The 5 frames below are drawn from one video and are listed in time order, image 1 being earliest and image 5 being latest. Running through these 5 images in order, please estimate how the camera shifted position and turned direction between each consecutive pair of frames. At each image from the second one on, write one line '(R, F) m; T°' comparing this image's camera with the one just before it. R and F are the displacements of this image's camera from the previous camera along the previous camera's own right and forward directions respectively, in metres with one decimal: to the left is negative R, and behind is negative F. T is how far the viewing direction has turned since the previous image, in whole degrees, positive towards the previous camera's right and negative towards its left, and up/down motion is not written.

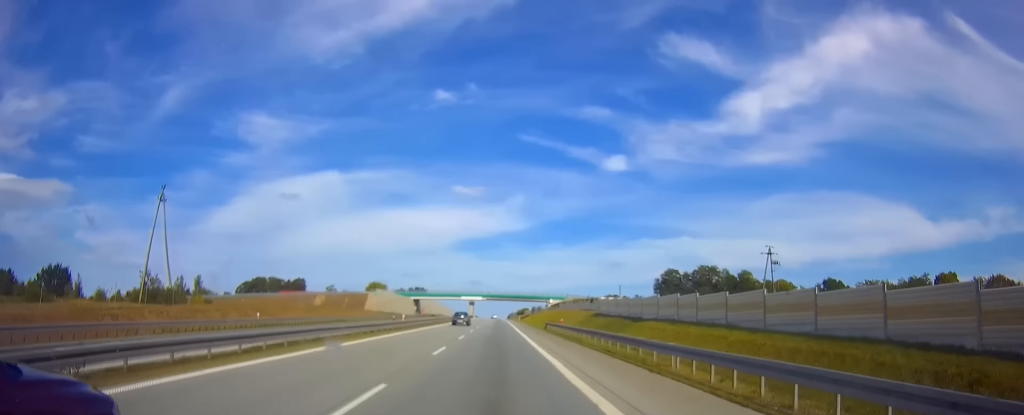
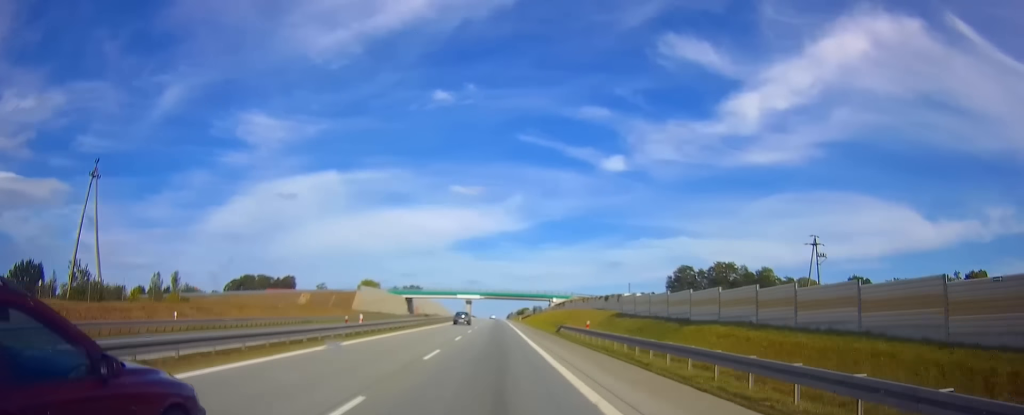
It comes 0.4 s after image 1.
(0.0, +13.6) m; 0°
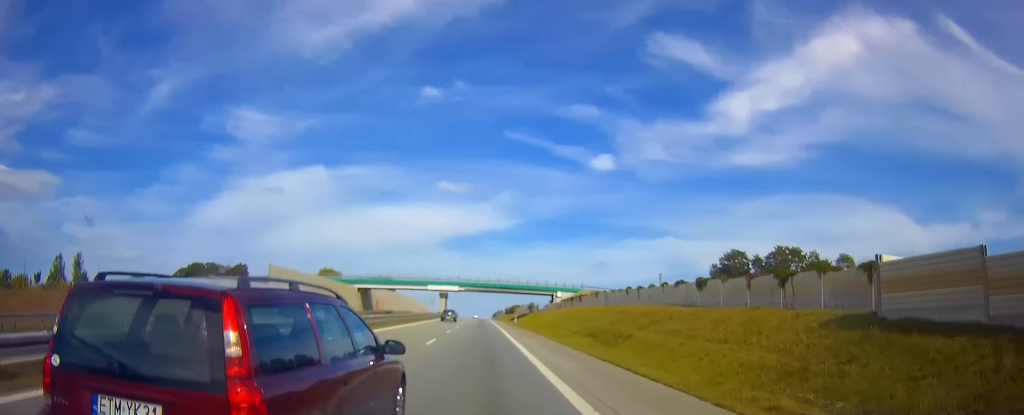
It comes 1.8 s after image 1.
(+0.1, +40.4) m; 0°
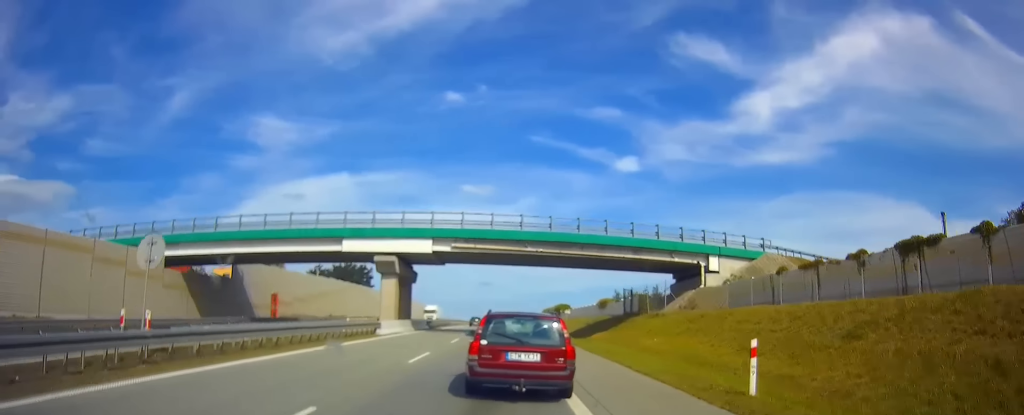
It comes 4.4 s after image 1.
(-0.7, +79.1) m; -1°
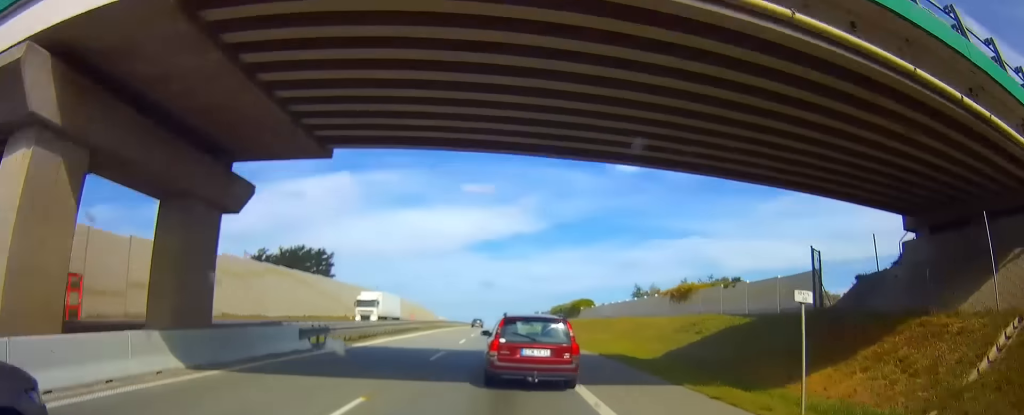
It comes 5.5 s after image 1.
(-0.2, +34.3) m; -1°
